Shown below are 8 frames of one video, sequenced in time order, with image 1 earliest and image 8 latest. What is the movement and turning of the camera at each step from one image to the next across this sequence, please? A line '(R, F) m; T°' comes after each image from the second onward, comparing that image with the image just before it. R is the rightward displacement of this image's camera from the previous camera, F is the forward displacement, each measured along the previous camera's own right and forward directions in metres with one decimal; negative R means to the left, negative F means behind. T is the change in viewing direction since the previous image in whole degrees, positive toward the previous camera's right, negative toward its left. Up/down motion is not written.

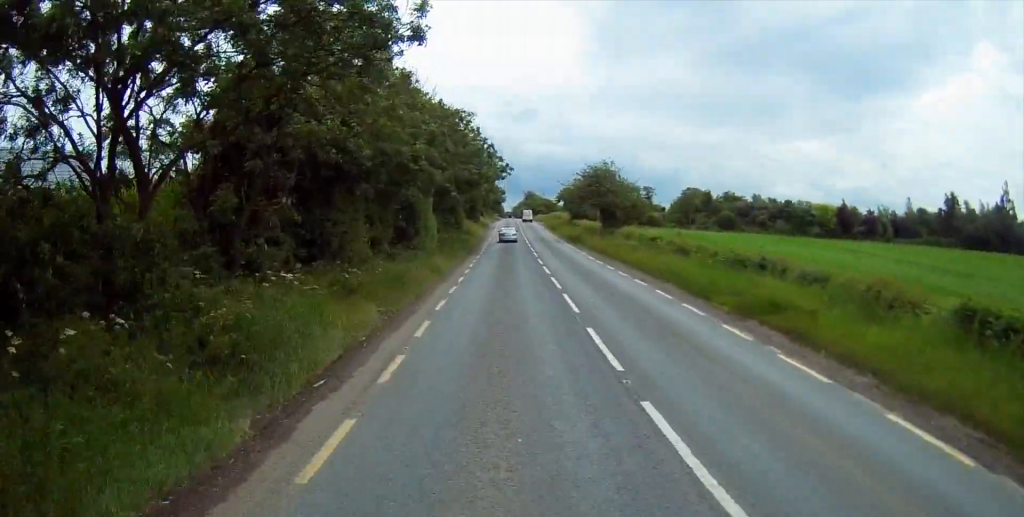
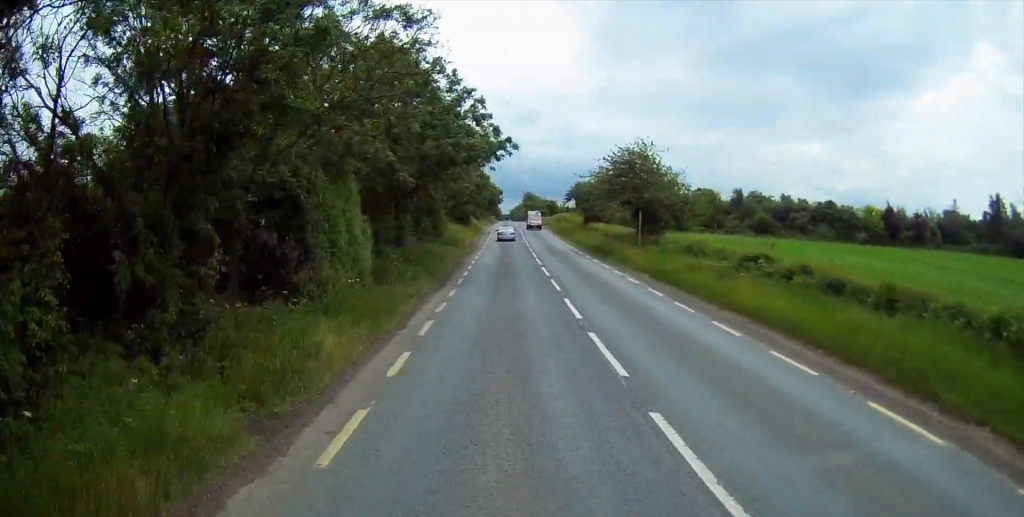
(-0.4, +19.3) m; 0°
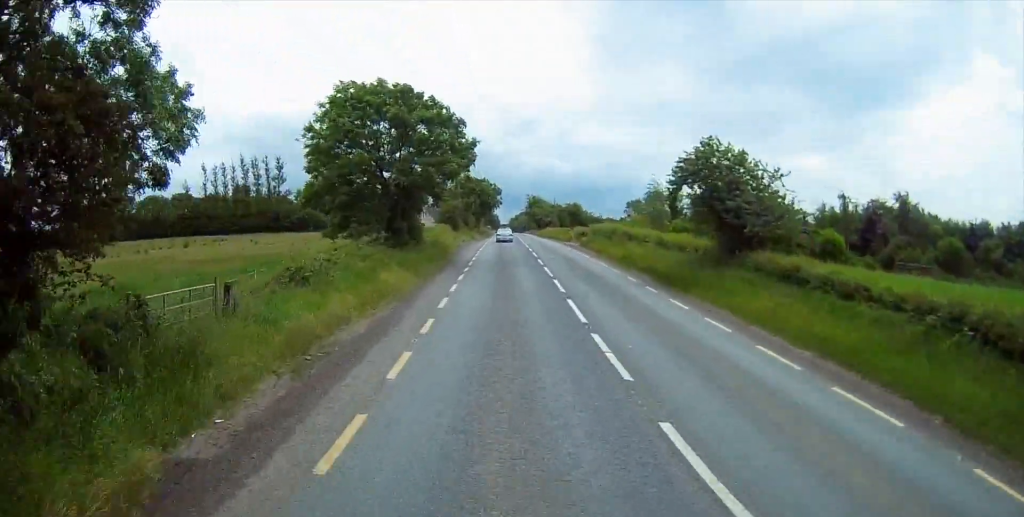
(-0.2, +51.4) m; -1°
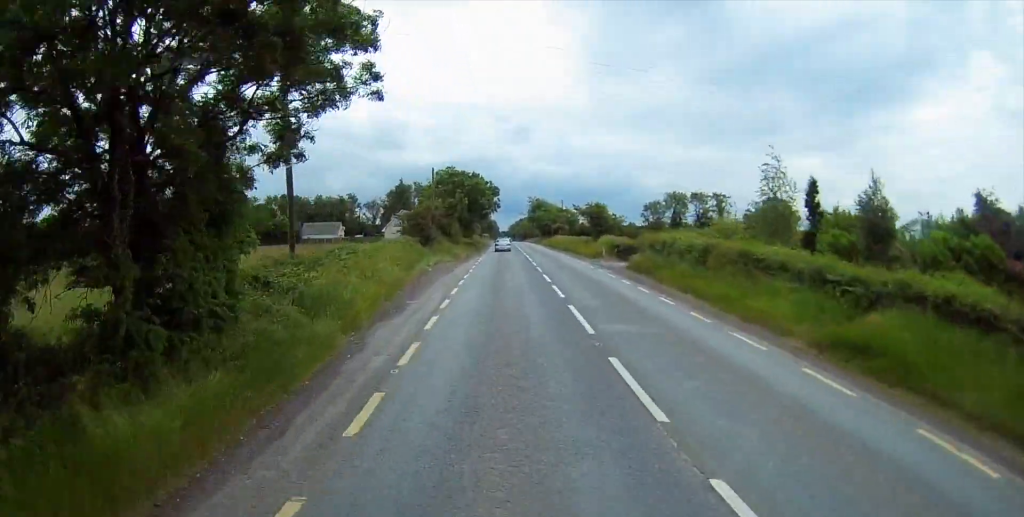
(+0.2, +26.2) m; 0°
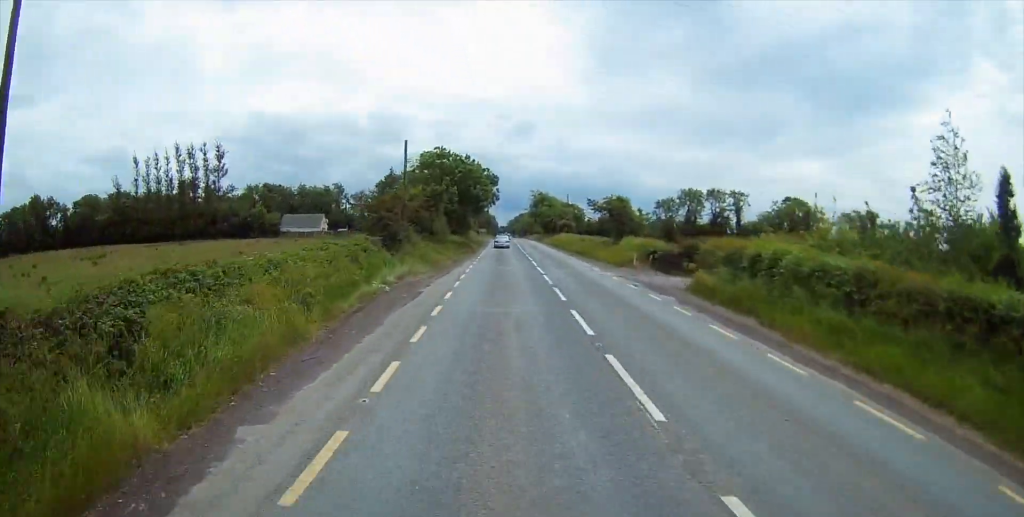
(0.0, +14.0) m; 0°
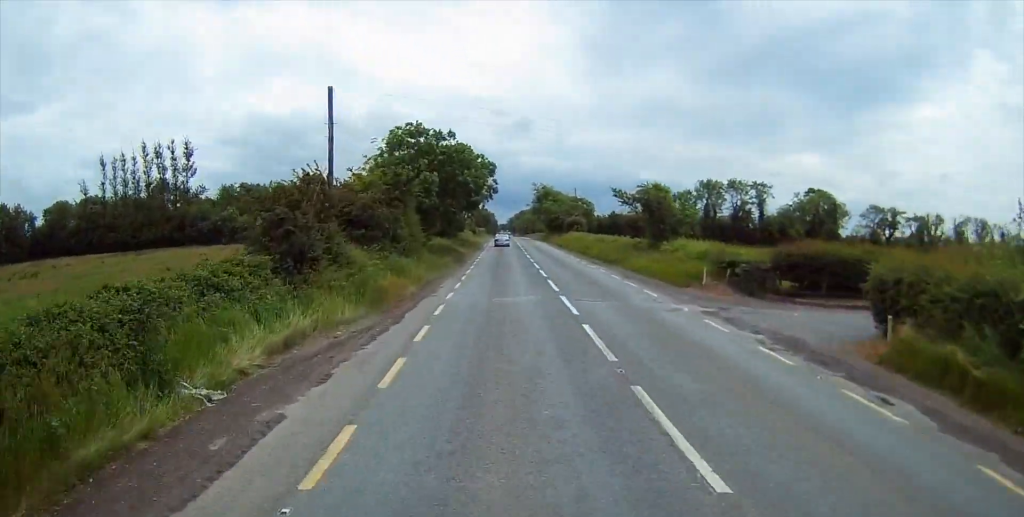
(-0.1, +15.3) m; 0°
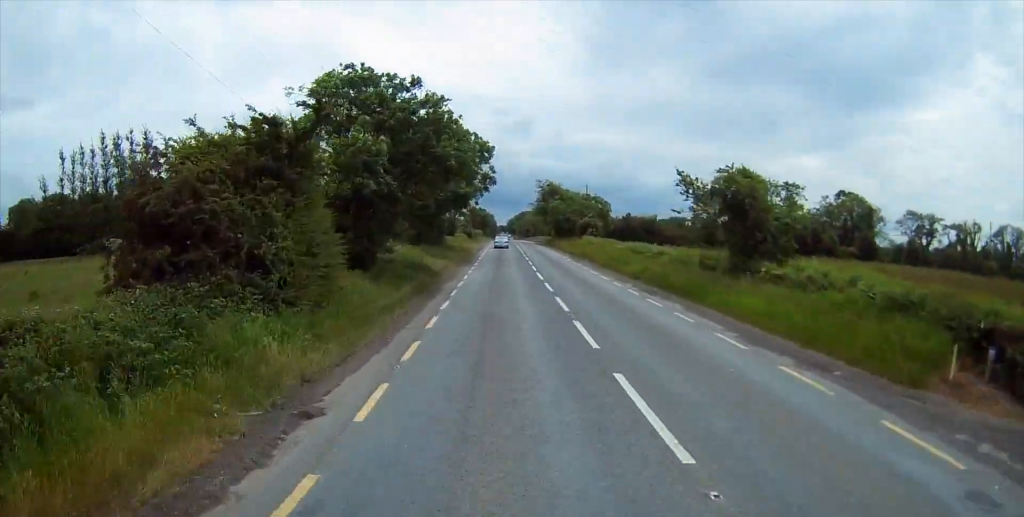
(0.0, +17.2) m; 0°
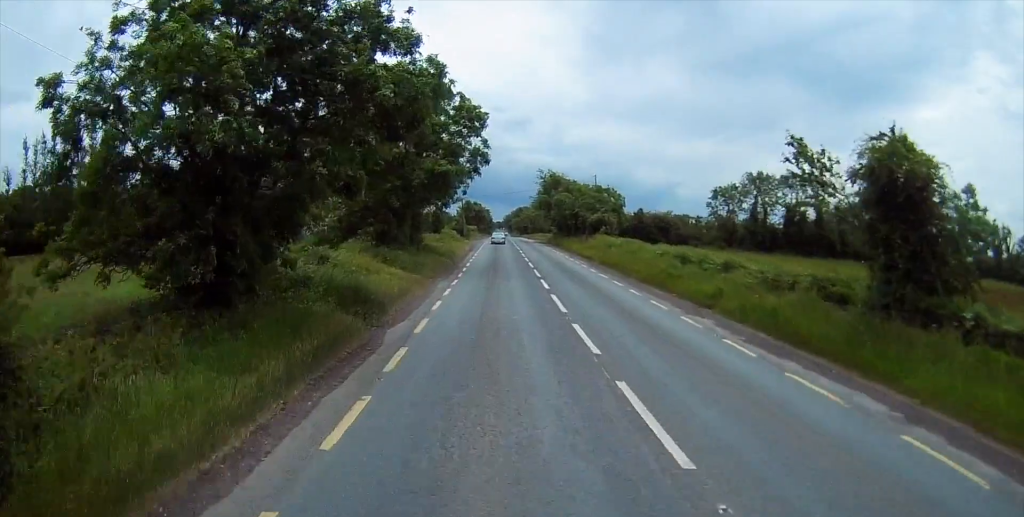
(-0.1, +13.0) m; 0°
